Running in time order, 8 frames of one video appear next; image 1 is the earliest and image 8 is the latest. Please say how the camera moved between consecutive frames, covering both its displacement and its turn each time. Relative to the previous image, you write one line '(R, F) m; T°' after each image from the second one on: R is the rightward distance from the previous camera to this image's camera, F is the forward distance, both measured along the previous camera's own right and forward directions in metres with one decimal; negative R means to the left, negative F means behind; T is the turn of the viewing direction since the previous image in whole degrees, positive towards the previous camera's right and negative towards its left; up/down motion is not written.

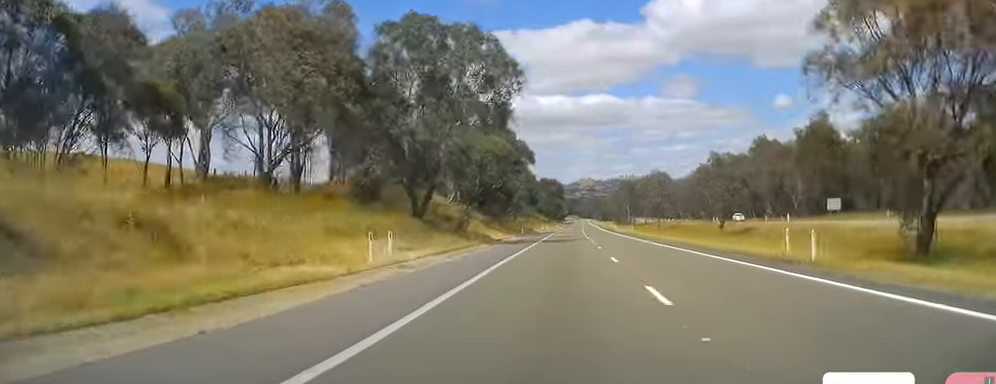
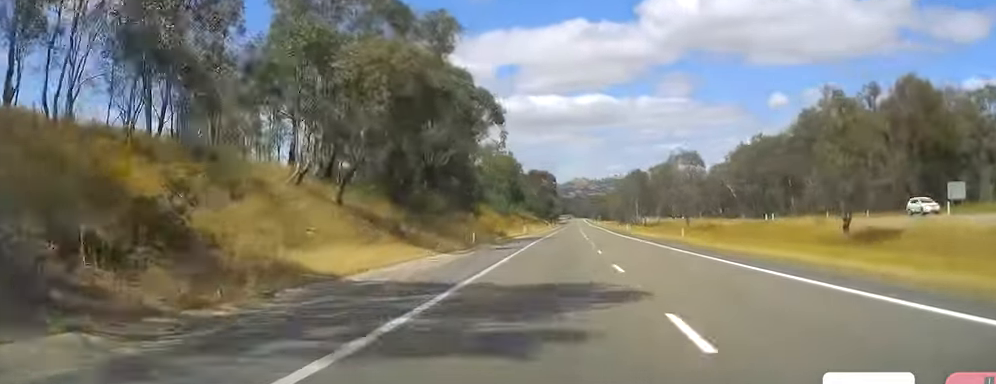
(+0.8, +39.9) m; -1°
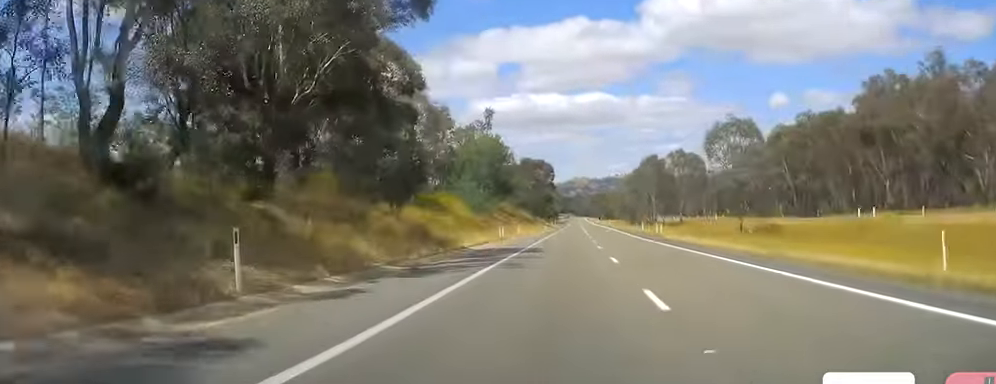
(-0.5, +32.4) m; 0°
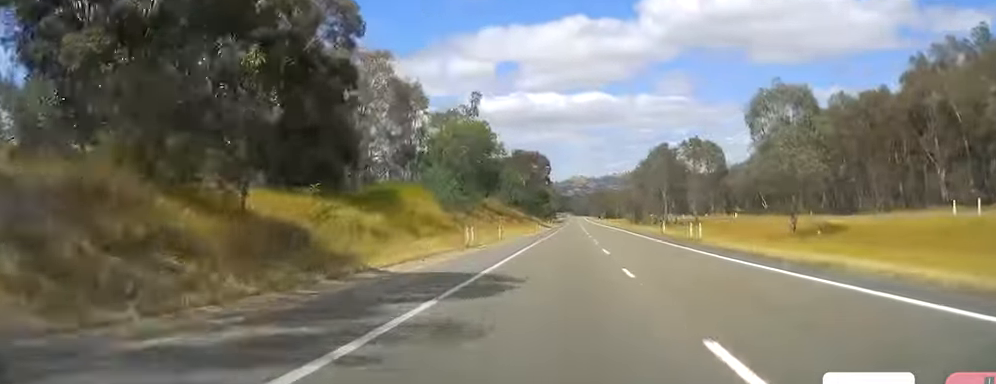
(+0.2, +18.2) m; +1°
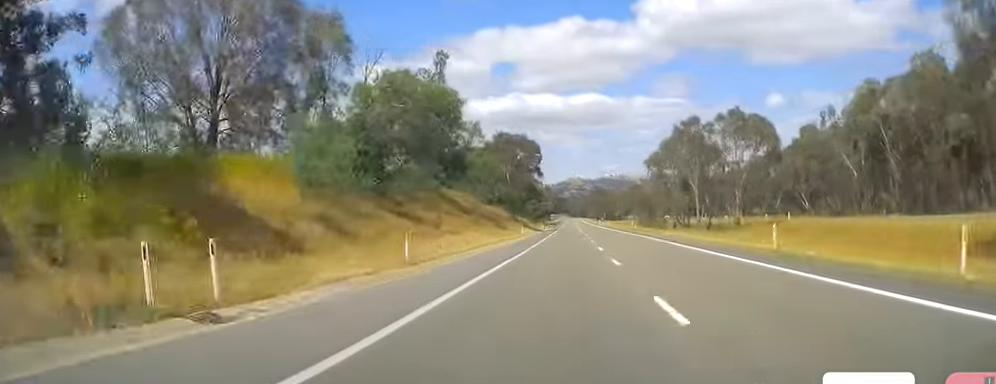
(0.0, +31.5) m; 0°
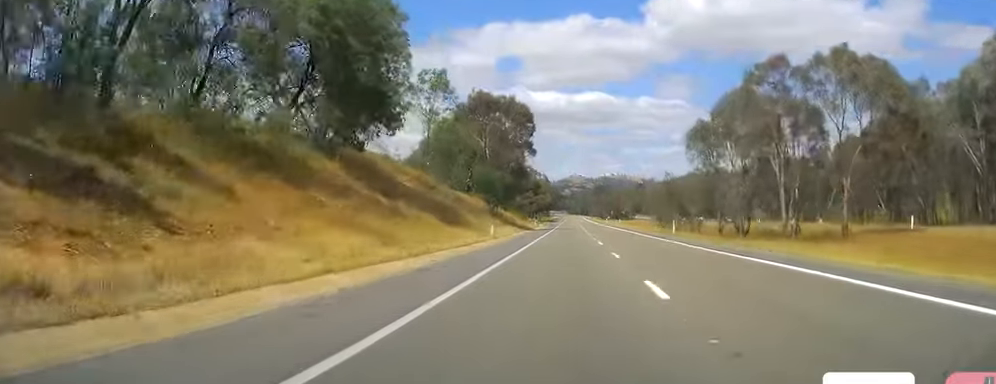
(0.0, +33.6) m; 0°
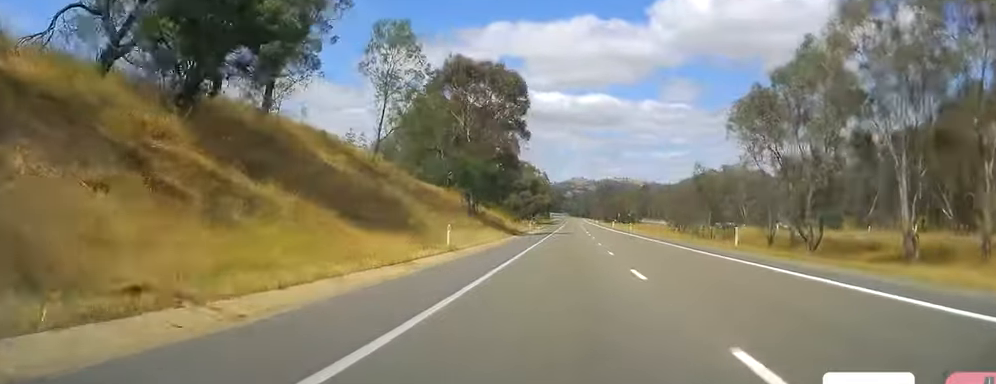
(0.0, +19.2) m; 0°
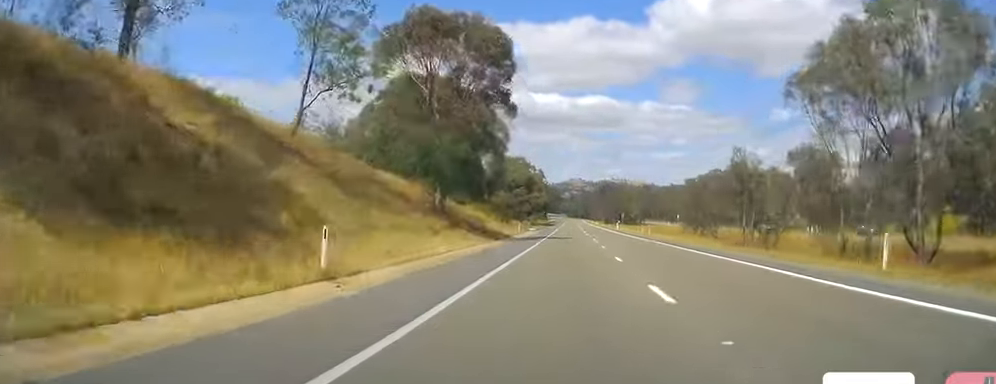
(+0.2, +16.2) m; 0°
